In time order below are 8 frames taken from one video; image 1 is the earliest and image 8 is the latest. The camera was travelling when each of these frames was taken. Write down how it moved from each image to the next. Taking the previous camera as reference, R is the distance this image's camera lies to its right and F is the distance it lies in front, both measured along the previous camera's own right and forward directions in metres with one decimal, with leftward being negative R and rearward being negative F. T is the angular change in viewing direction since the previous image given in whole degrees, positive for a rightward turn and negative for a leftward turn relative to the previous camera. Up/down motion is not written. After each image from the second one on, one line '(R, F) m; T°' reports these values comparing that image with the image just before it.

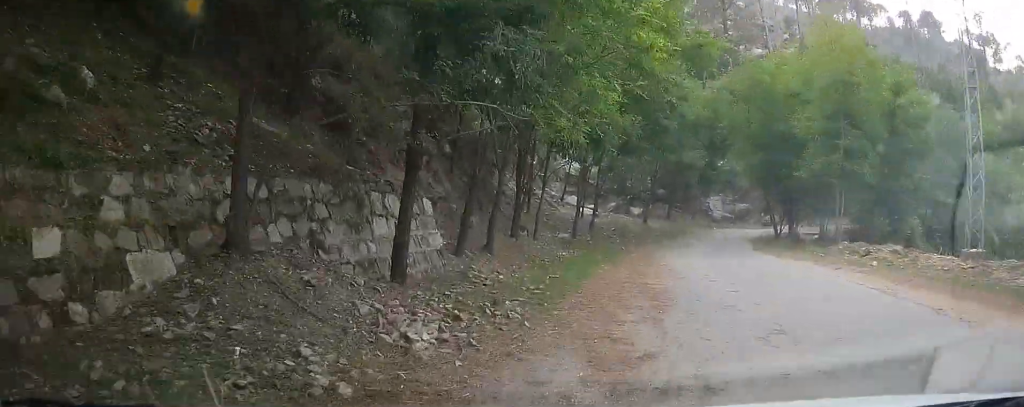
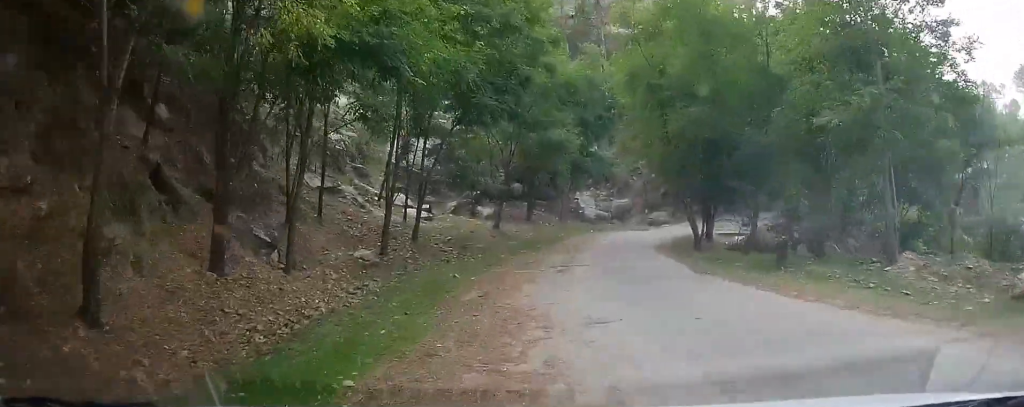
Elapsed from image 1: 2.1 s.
(+0.3, +13.6) m; +2°
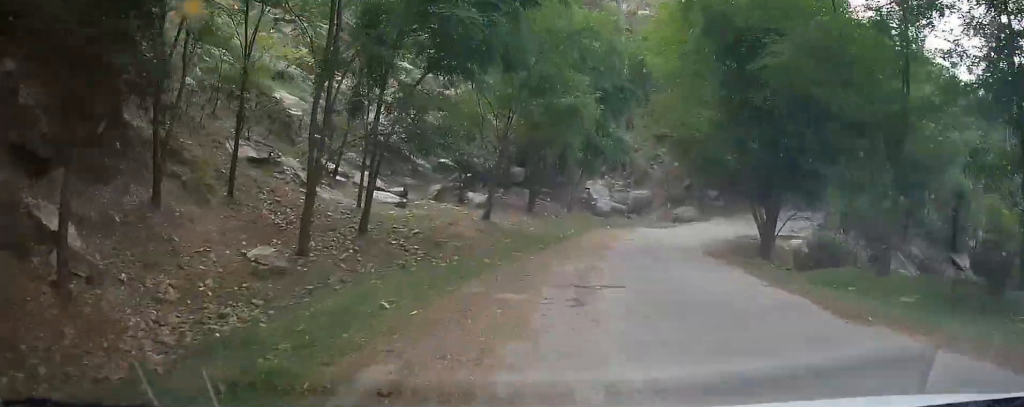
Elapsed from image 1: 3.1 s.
(0.0, +6.5) m; +1°
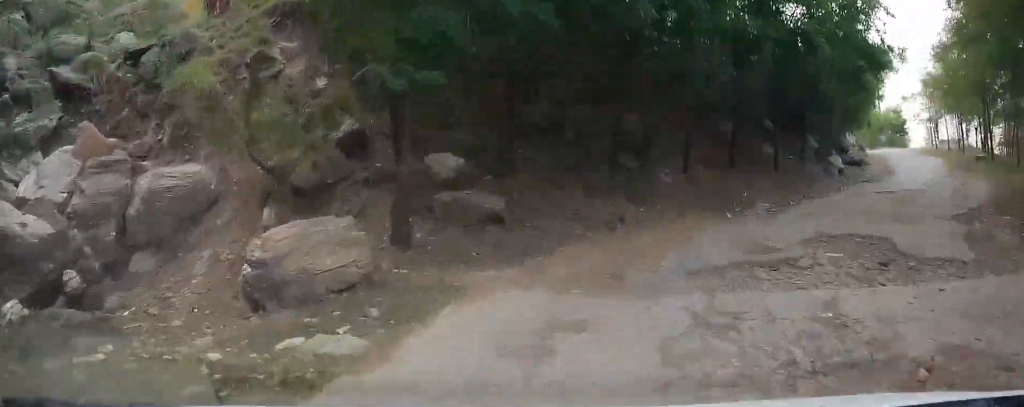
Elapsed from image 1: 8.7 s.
(+5.5, +26.2) m; +30°
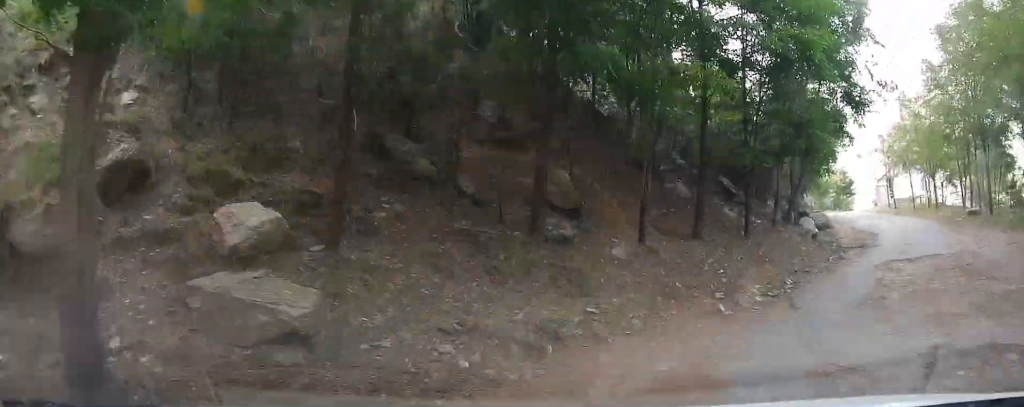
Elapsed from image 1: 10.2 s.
(+0.5, +5.7) m; +14°
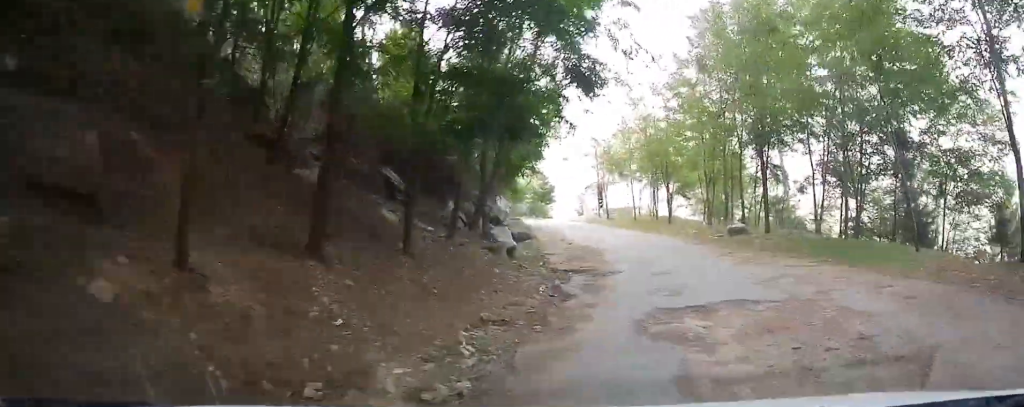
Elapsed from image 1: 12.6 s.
(+2.1, +8.4) m; +25°
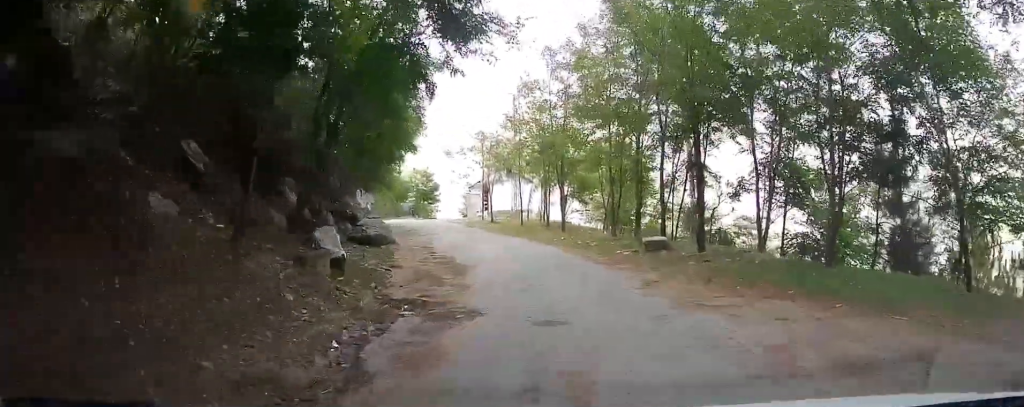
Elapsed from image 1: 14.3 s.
(+0.7, +4.7) m; +5°
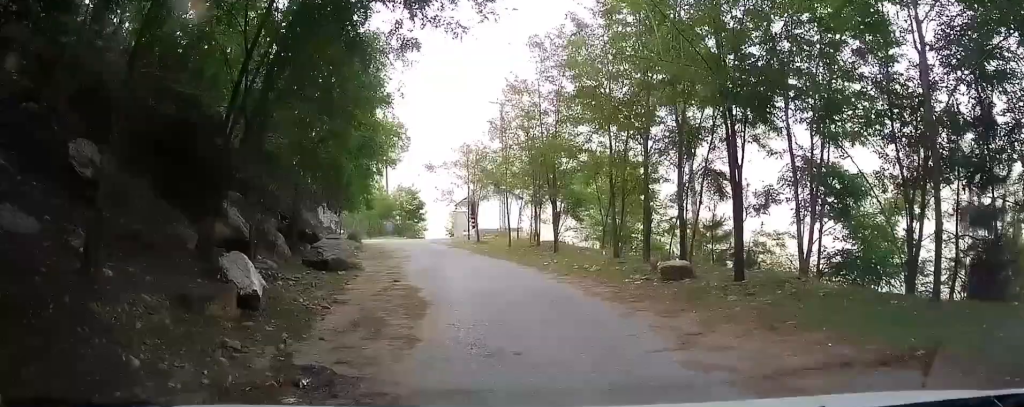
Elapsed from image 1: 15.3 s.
(+0.4, +2.1) m; -2°
